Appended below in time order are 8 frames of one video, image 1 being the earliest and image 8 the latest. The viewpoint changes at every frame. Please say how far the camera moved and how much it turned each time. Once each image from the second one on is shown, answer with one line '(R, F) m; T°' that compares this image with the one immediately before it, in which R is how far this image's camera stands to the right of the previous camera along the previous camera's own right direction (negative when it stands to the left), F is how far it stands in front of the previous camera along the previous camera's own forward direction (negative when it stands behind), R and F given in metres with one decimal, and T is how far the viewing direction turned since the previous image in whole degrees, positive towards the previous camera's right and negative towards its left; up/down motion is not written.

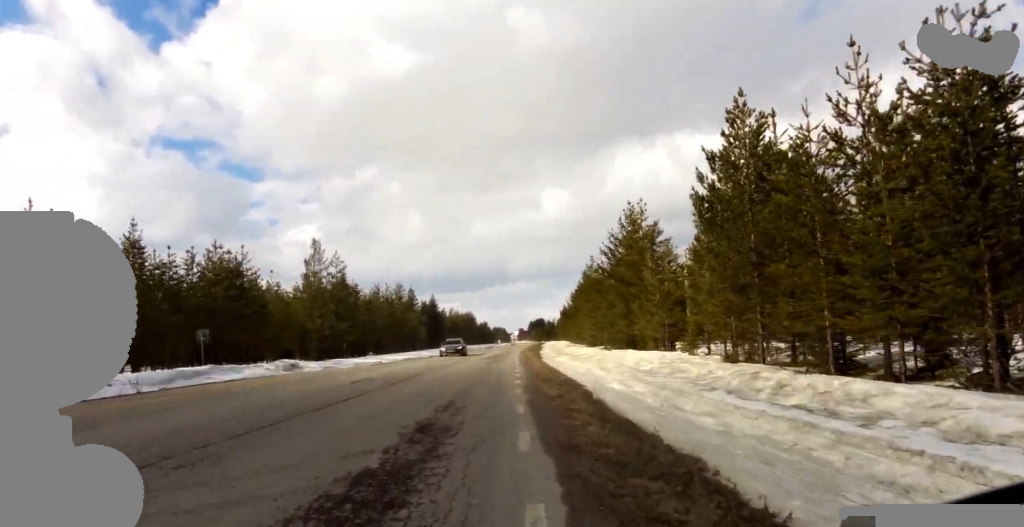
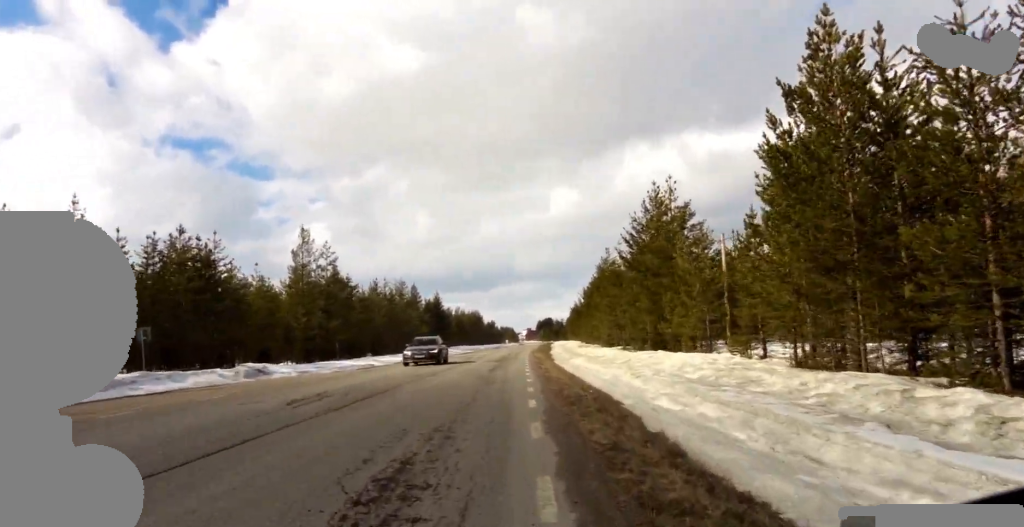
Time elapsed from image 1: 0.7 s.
(-0.2, +5.2) m; +4°
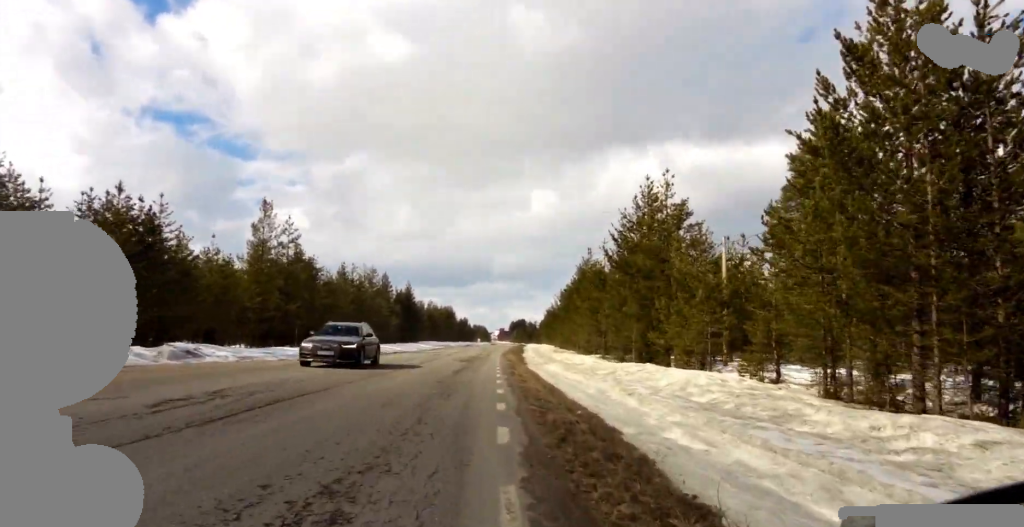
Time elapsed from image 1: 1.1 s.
(+0.5, +3.4) m; +1°
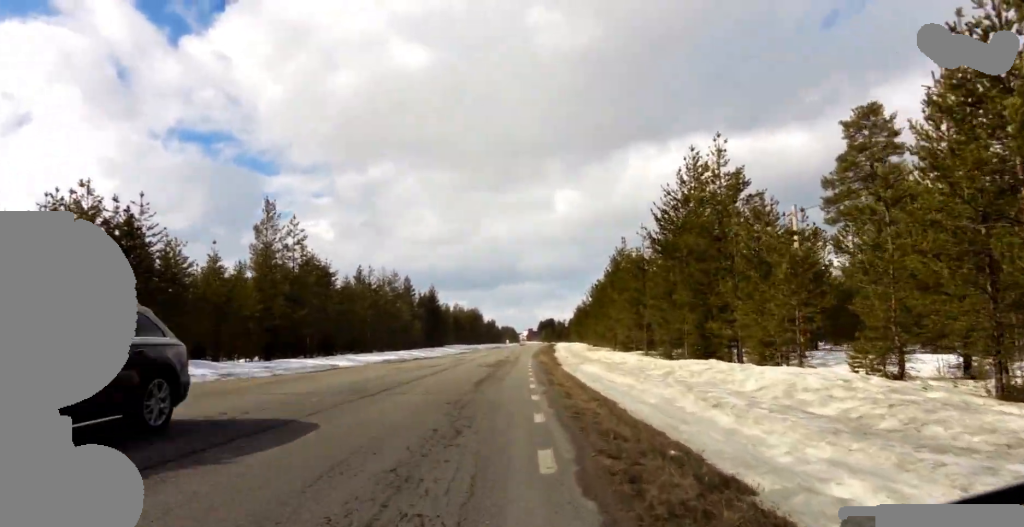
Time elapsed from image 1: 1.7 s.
(+0.4, +4.5) m; 0°
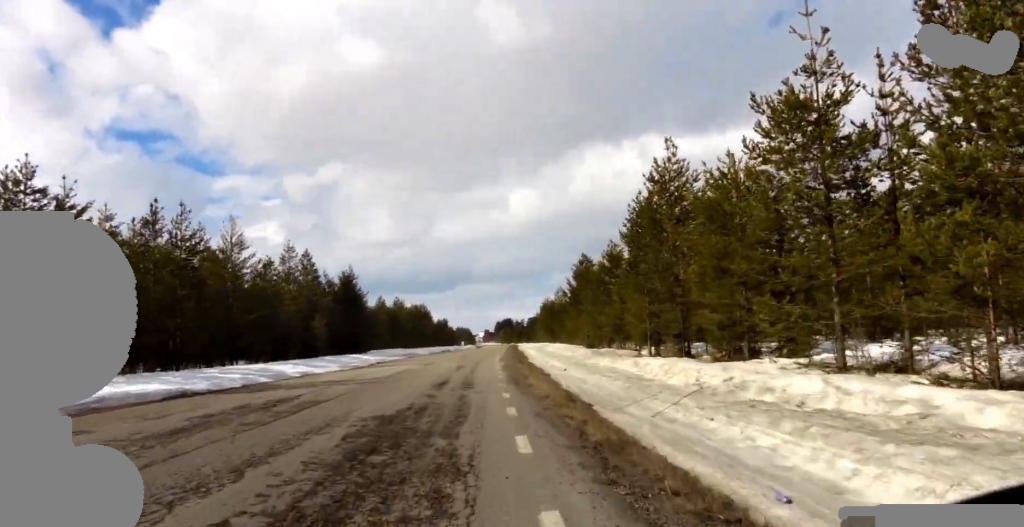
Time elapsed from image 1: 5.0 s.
(-2.4, +26.0) m; 0°
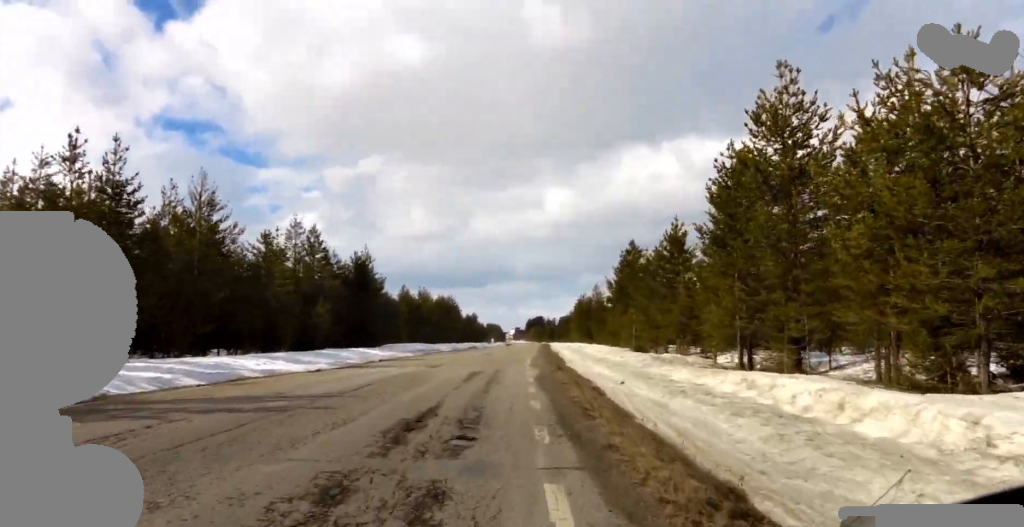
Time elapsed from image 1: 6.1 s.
(-0.1, +8.3) m; -6°
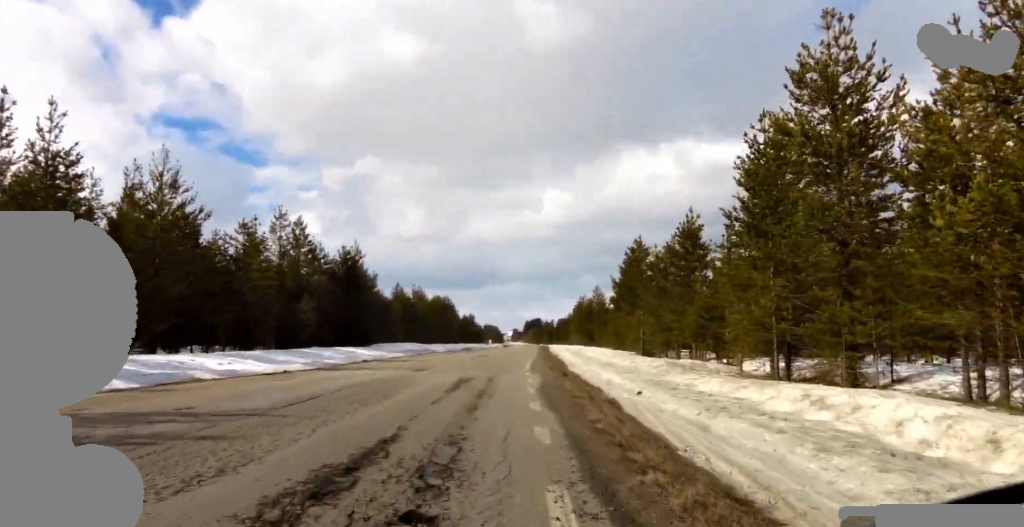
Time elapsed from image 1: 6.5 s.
(-0.2, +3.2) m; -3°
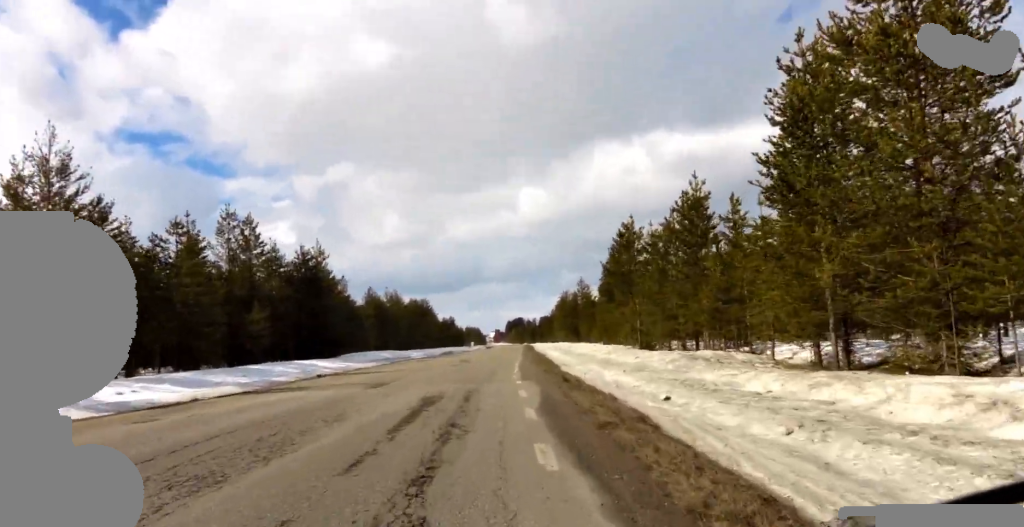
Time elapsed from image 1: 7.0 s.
(-0.1, +4.5) m; +4°
